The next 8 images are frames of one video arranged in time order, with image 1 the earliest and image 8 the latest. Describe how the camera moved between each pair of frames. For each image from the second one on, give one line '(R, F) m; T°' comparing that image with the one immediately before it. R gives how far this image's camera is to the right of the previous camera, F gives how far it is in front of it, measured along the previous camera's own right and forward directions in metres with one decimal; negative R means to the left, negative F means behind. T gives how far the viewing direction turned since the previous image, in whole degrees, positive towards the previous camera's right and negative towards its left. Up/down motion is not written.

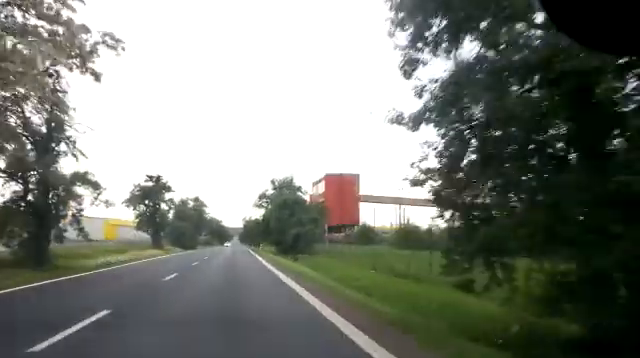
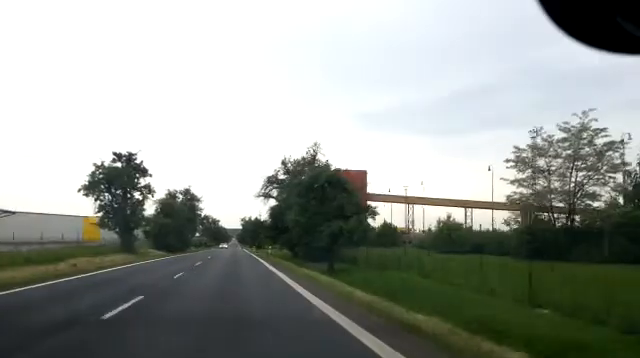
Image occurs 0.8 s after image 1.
(-0.1, +15.9) m; 0°
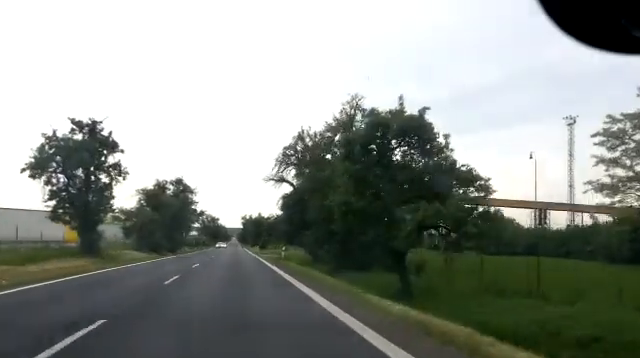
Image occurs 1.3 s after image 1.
(0.0, +11.9) m; 0°
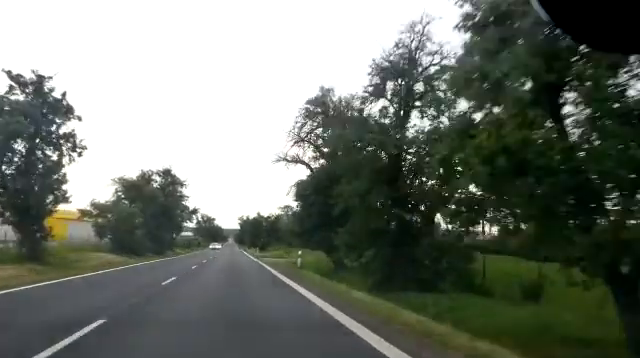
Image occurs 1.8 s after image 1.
(-0.1, +9.2) m; 0°
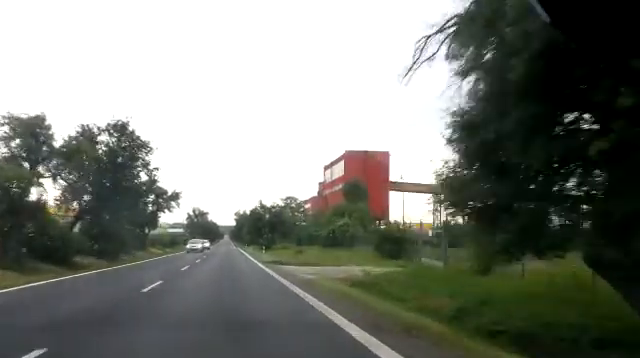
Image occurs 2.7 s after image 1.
(+0.2, +20.6) m; 0°
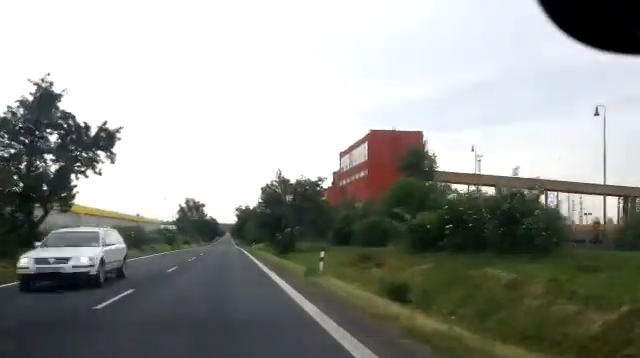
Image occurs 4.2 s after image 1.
(-0.3, +30.7) m; 0°
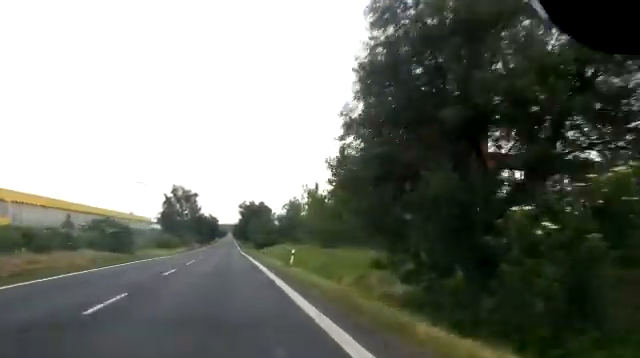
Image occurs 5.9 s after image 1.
(+0.5, +37.8) m; +1°
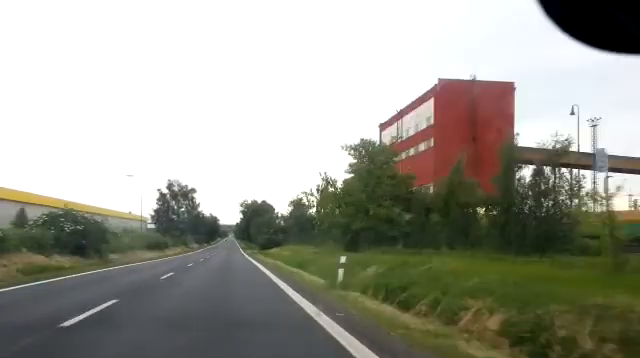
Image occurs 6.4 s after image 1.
(0.0, +10.3) m; 0°
